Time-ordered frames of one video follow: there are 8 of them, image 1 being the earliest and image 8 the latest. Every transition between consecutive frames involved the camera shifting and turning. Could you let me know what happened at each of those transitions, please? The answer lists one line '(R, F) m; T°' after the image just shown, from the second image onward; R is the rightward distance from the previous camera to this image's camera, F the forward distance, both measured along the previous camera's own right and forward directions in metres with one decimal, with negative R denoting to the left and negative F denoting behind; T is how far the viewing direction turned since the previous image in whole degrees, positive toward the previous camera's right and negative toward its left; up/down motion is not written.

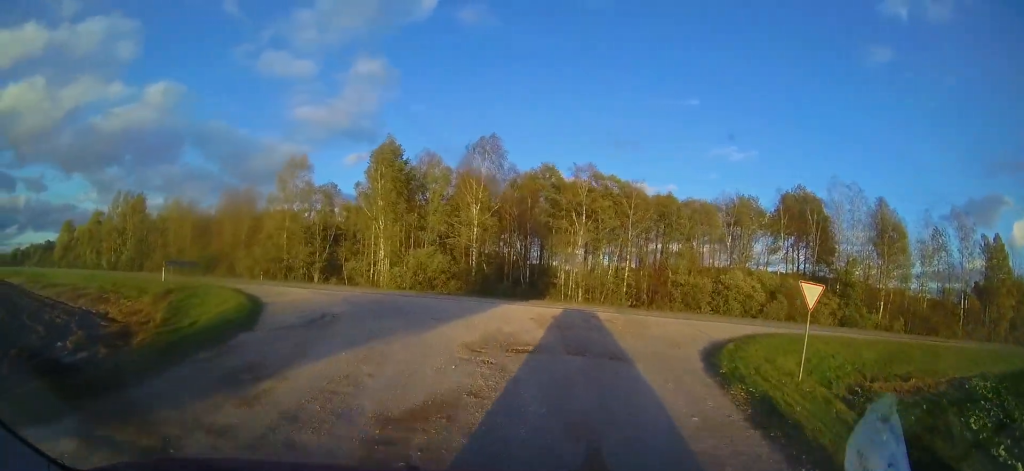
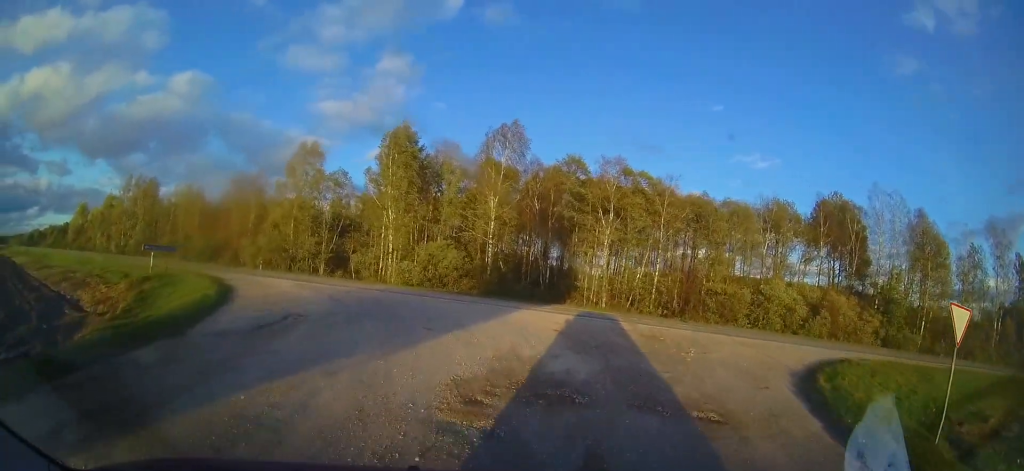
(+0.2, +3.6) m; -1°
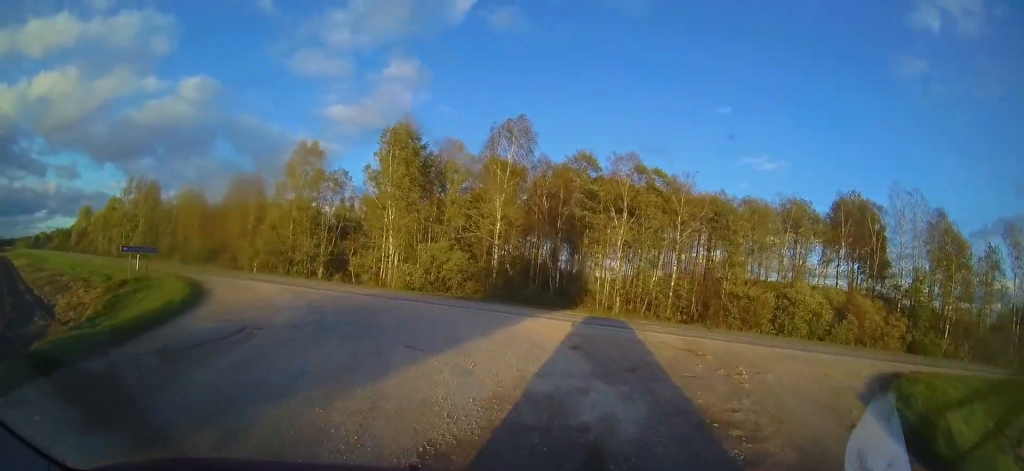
(-0.1, +2.0) m; -6°
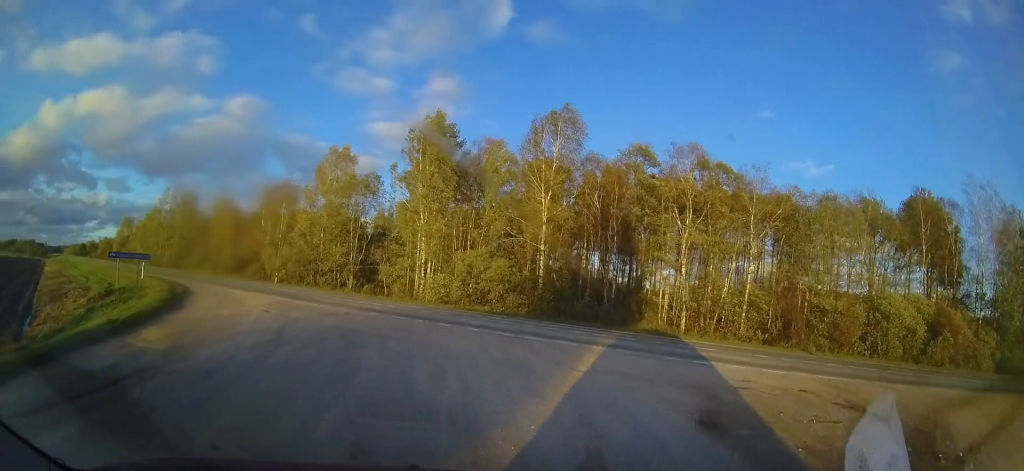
(-0.5, +3.6) m; -19°
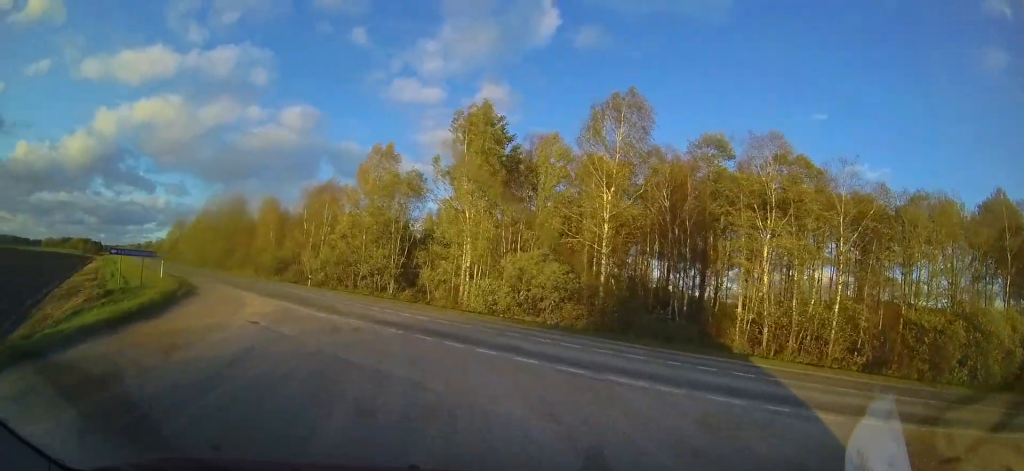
(-0.5, +3.3) m; -17°
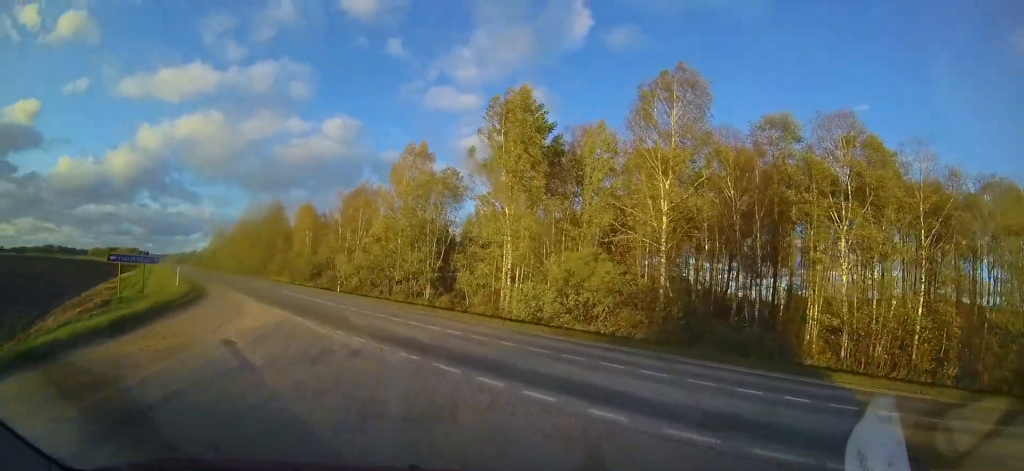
(-0.4, +3.3) m; -7°
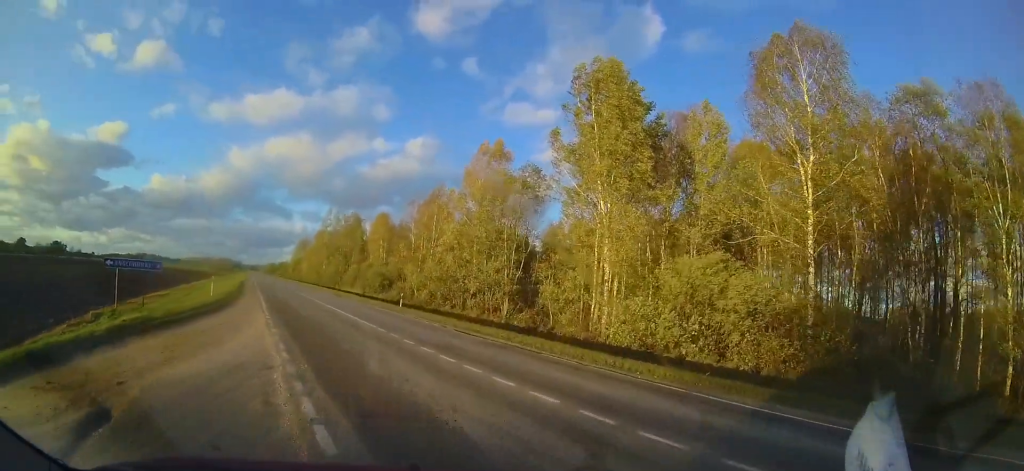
(-0.4, +5.7) m; -7°
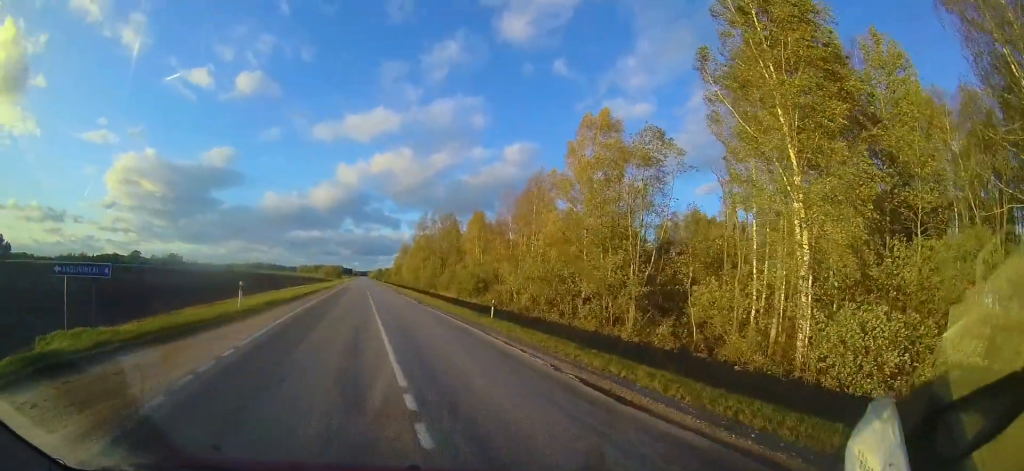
(-0.3, +6.7) m; -10°
